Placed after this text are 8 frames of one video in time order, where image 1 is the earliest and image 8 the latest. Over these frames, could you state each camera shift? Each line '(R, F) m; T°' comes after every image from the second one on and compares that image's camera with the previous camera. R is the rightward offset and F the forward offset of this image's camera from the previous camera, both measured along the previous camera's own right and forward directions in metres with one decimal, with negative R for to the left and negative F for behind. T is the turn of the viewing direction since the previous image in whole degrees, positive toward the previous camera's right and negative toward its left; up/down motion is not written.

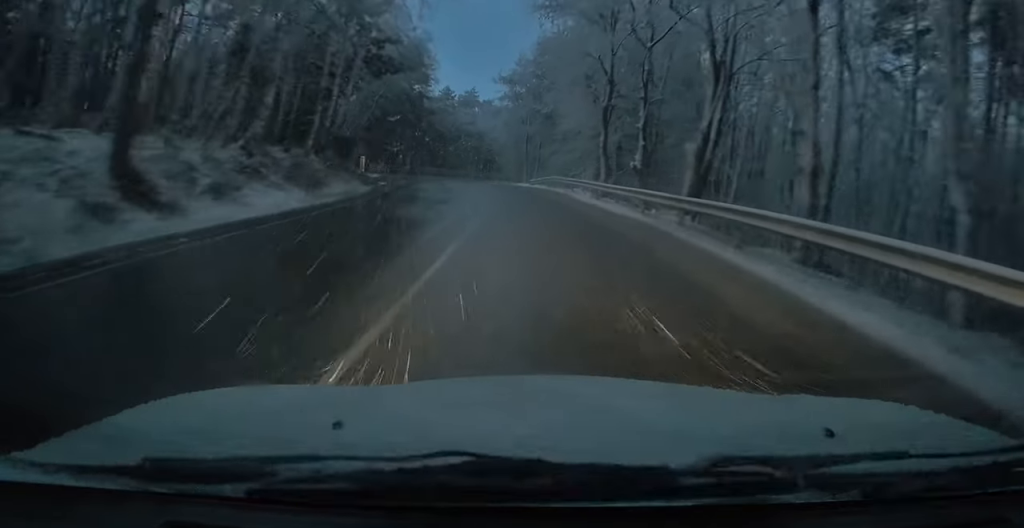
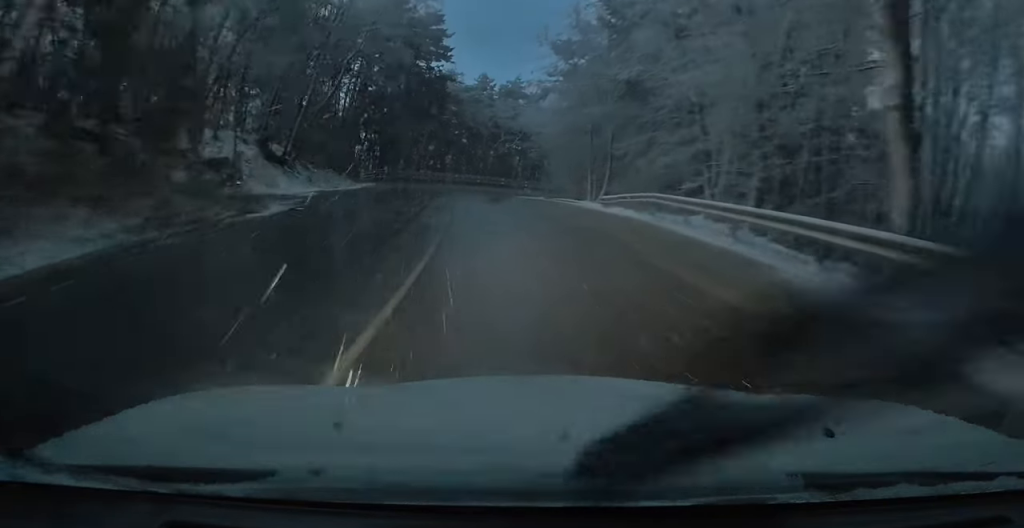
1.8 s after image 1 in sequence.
(0.0, +22.4) m; -1°
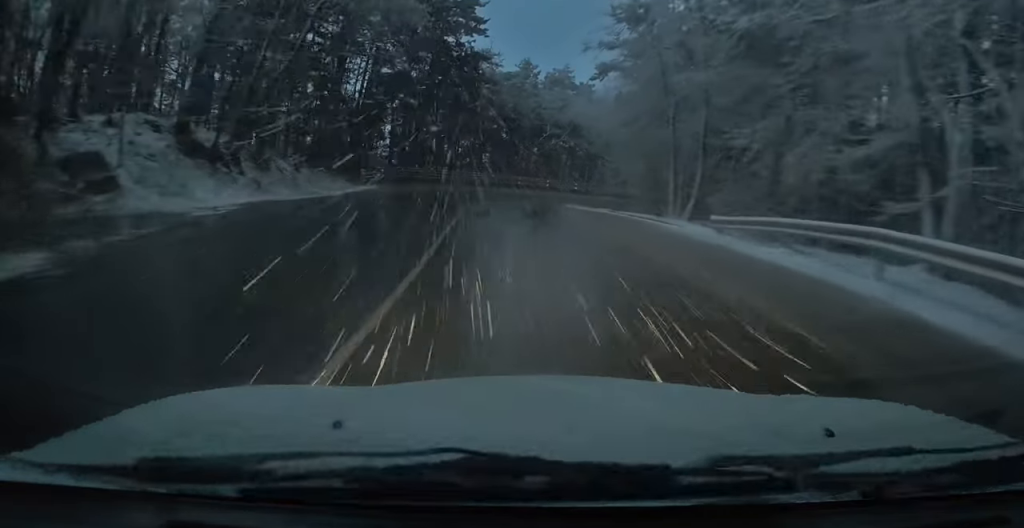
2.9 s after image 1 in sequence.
(-0.2, +10.7) m; 0°
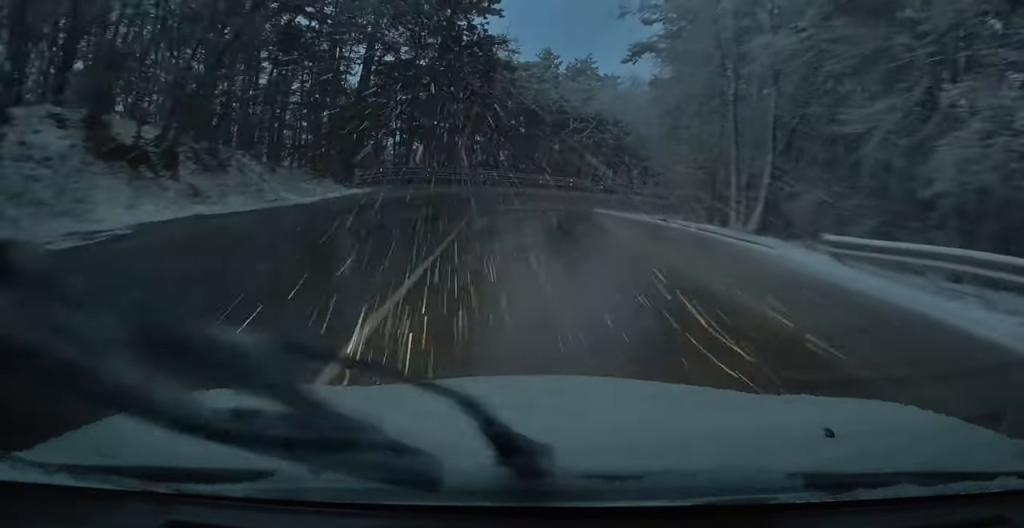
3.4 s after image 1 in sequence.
(0.0, +5.1) m; 0°
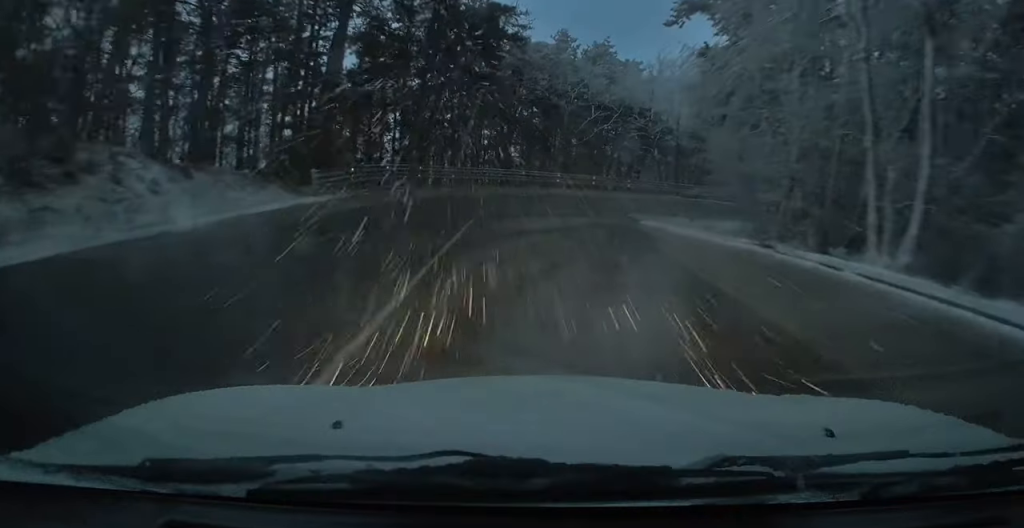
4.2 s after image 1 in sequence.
(+0.2, +7.0) m; +1°
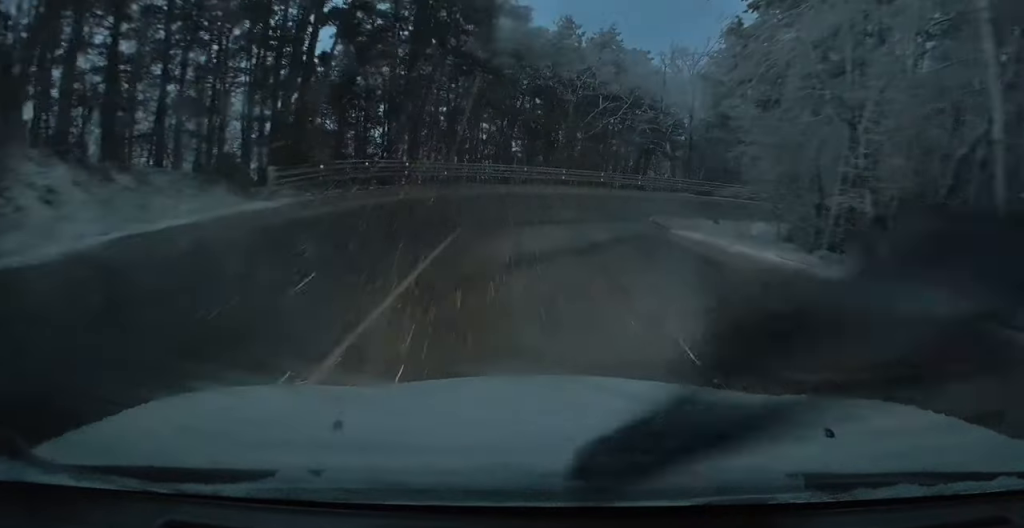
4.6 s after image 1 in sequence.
(0.0, +3.6) m; -1°
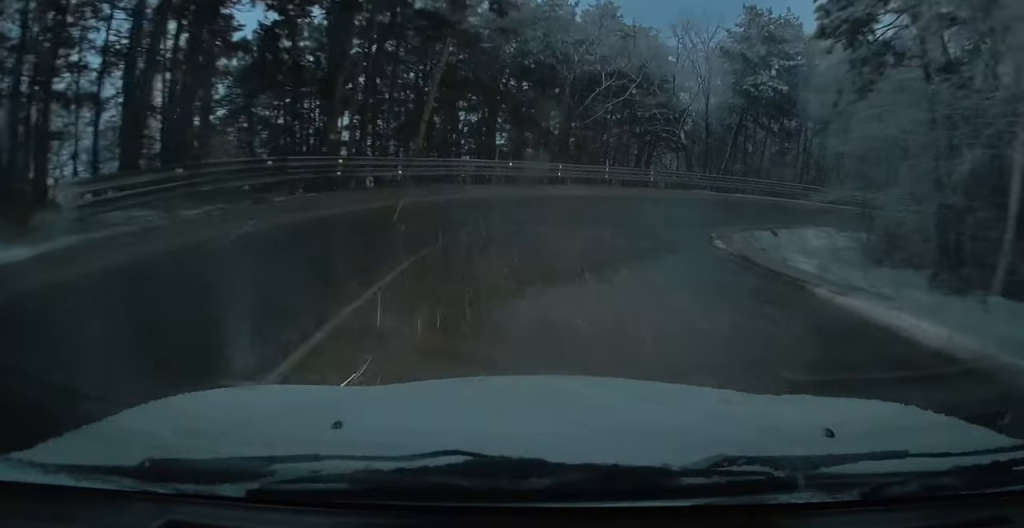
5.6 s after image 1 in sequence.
(-0.1, +8.1) m; -2°
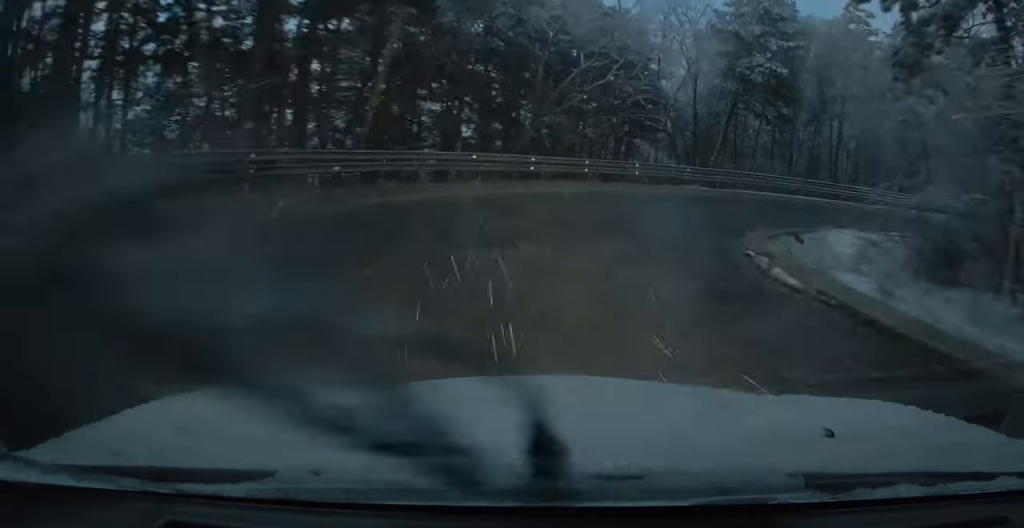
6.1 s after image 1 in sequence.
(-0.1, +4.5) m; -1°
